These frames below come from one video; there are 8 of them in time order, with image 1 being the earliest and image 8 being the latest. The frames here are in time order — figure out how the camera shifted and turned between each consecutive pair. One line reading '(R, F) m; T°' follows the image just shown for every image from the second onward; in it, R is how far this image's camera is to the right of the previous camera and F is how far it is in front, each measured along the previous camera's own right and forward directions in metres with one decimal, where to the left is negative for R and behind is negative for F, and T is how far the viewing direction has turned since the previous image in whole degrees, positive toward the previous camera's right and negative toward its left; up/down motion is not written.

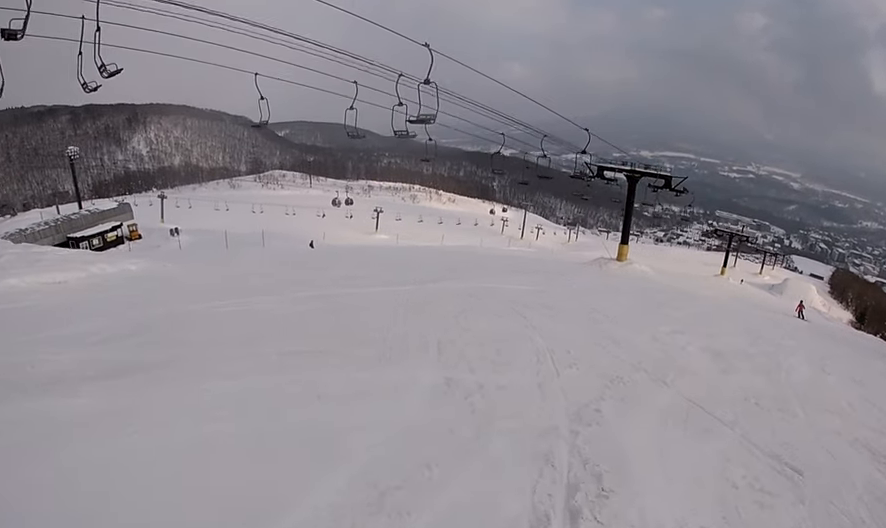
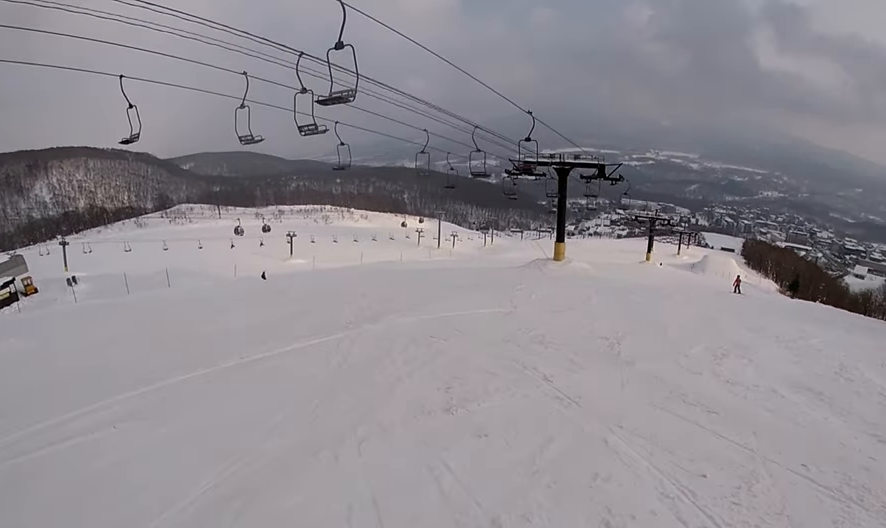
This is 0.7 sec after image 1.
(0.0, +4.7) m; 0°
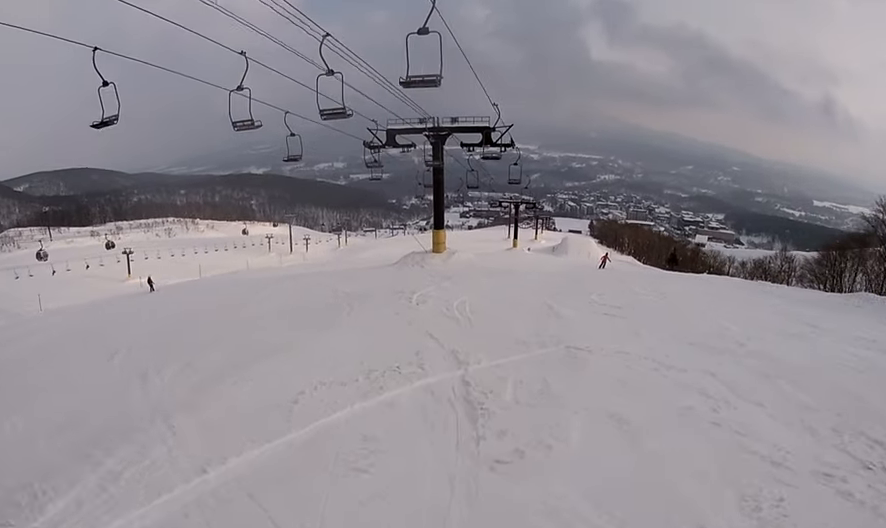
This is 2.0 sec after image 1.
(0.0, +9.6) m; +2°
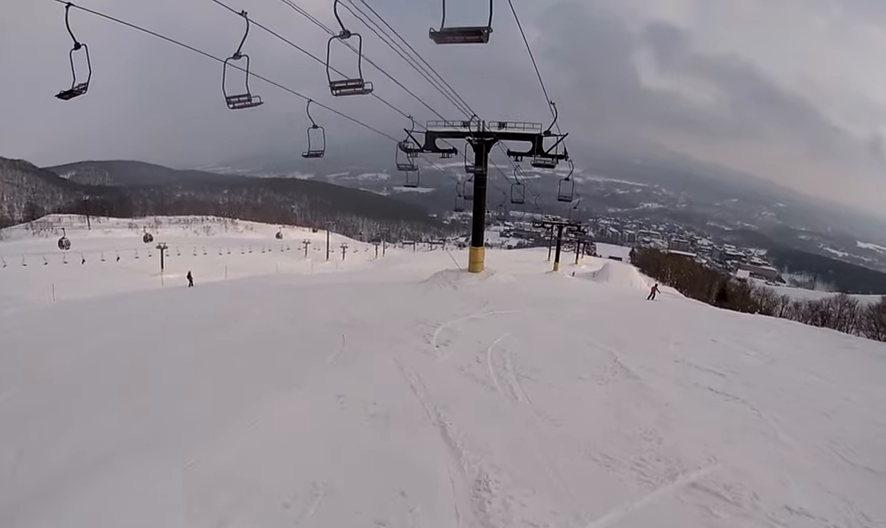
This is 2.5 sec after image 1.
(0.0, +3.5) m; +5°
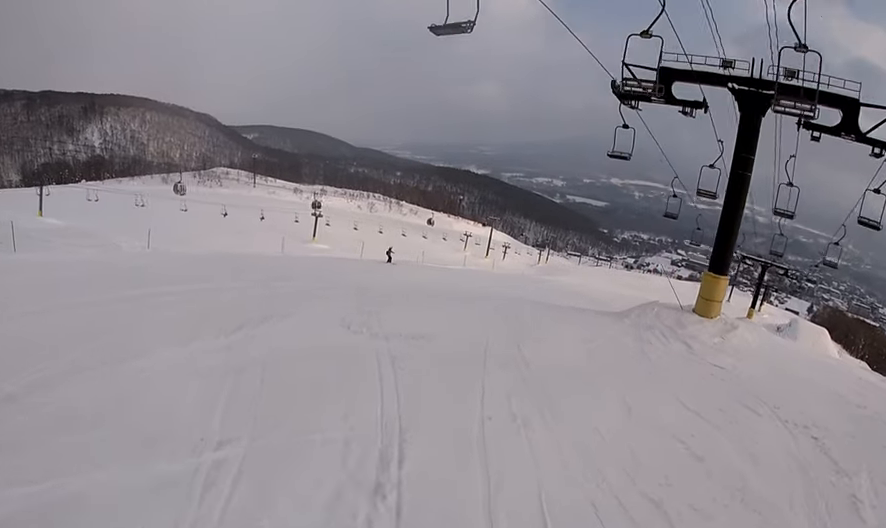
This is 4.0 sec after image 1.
(+0.9, +11.4) m; -9°
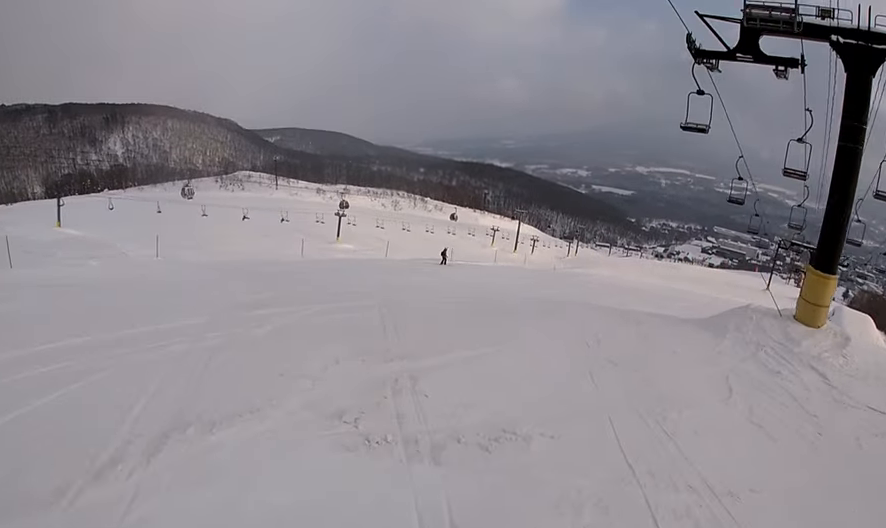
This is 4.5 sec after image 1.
(-1.2, +3.6) m; -5°
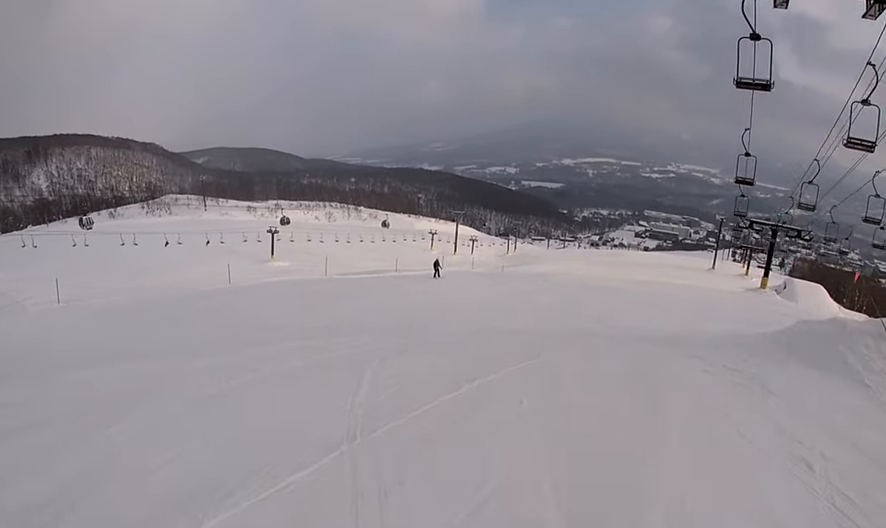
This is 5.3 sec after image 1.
(-0.4, +6.2) m; 0°
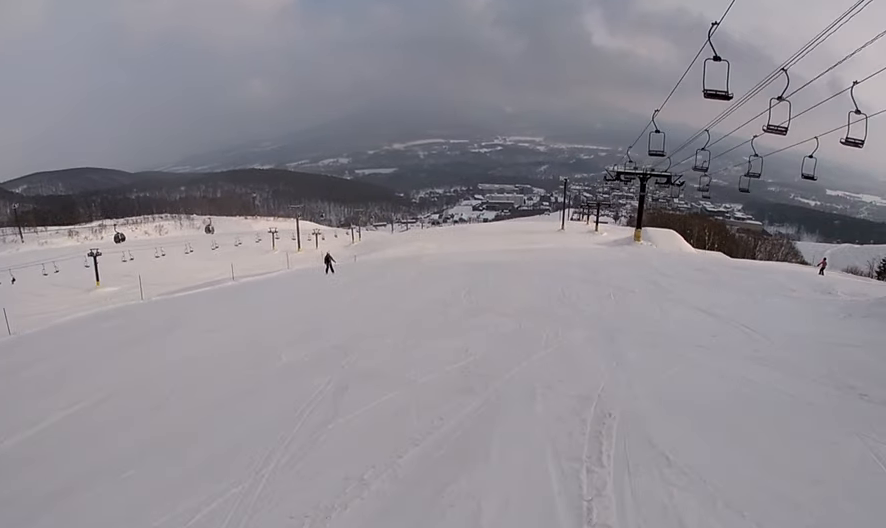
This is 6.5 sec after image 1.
(+1.0, +9.8) m; +12°
